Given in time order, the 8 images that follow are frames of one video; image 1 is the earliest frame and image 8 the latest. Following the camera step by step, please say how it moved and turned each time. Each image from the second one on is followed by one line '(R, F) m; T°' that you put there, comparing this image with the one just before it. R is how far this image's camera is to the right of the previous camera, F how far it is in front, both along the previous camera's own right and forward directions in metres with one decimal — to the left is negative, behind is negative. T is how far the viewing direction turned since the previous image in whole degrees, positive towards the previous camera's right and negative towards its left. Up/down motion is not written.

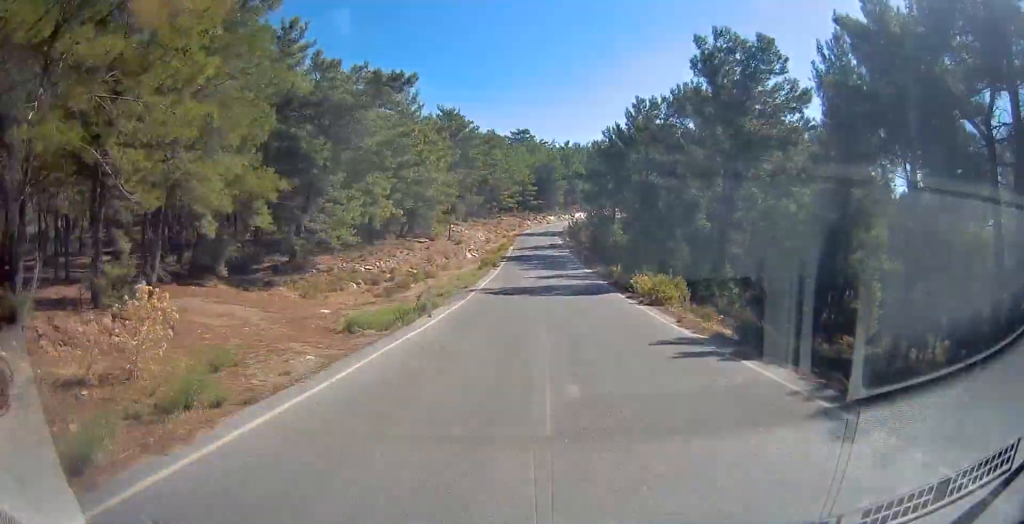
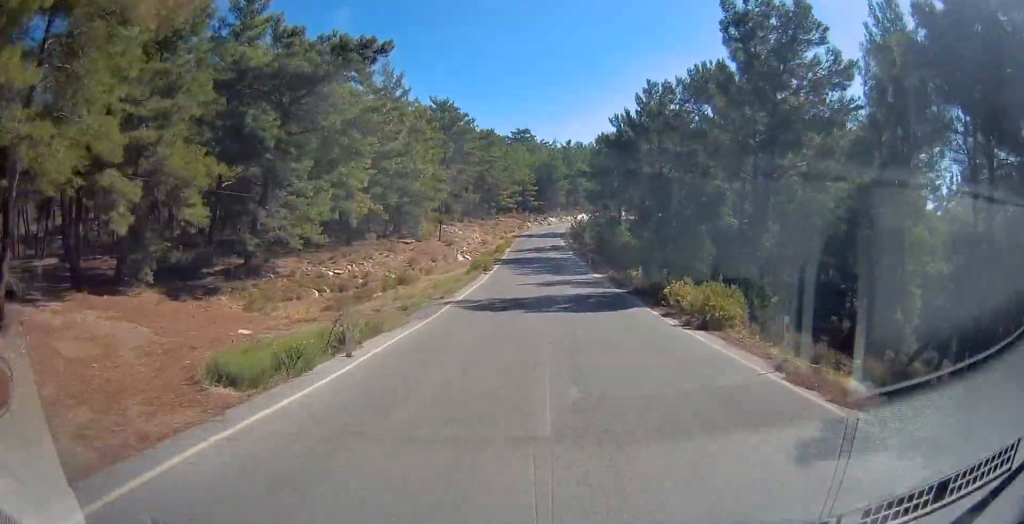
(+0.1, +7.0) m; 0°
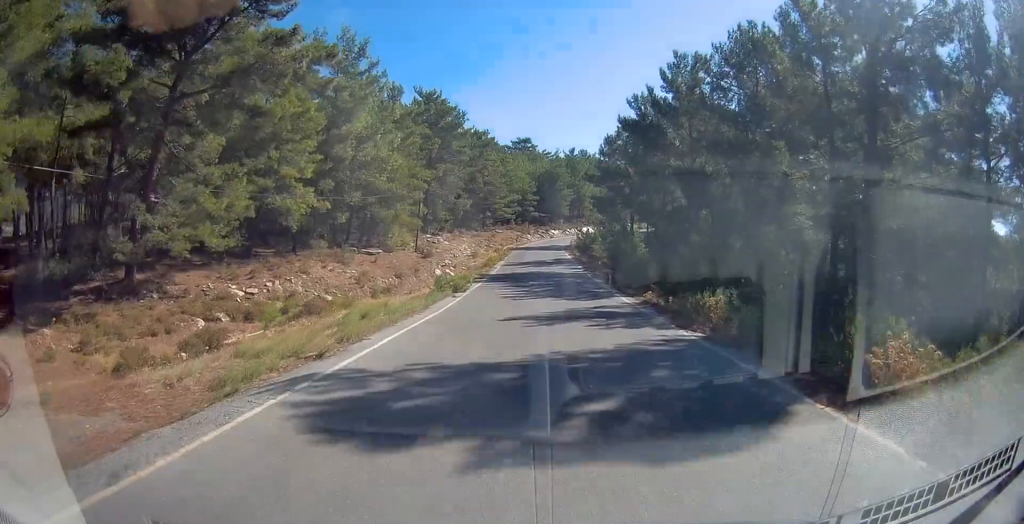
(0.0, +12.0) m; 0°
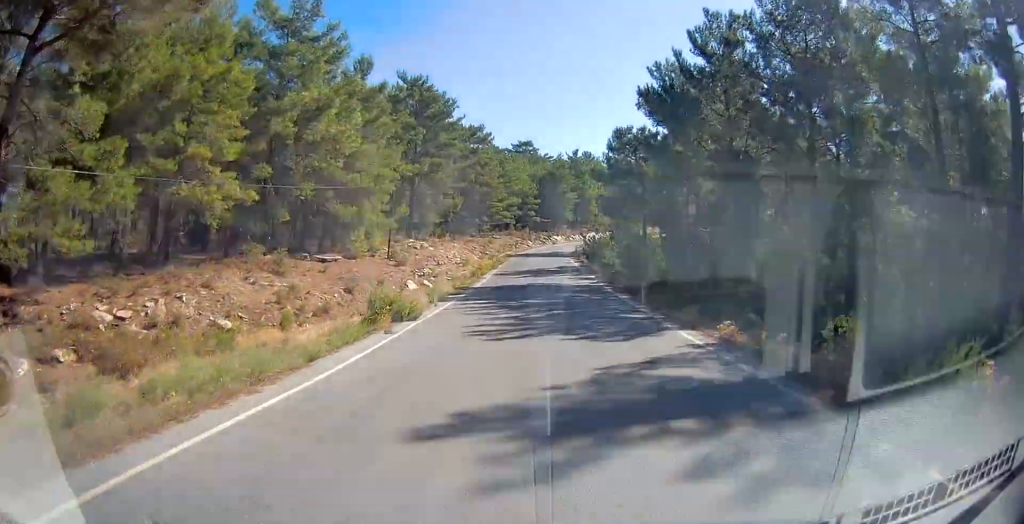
(-0.1, +9.4) m; 0°
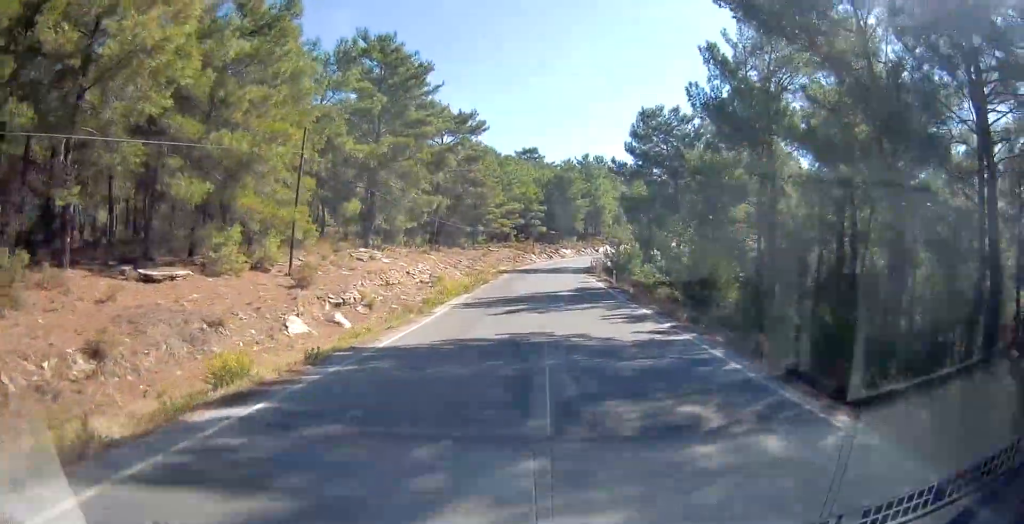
(0.0, +16.5) m; 0°
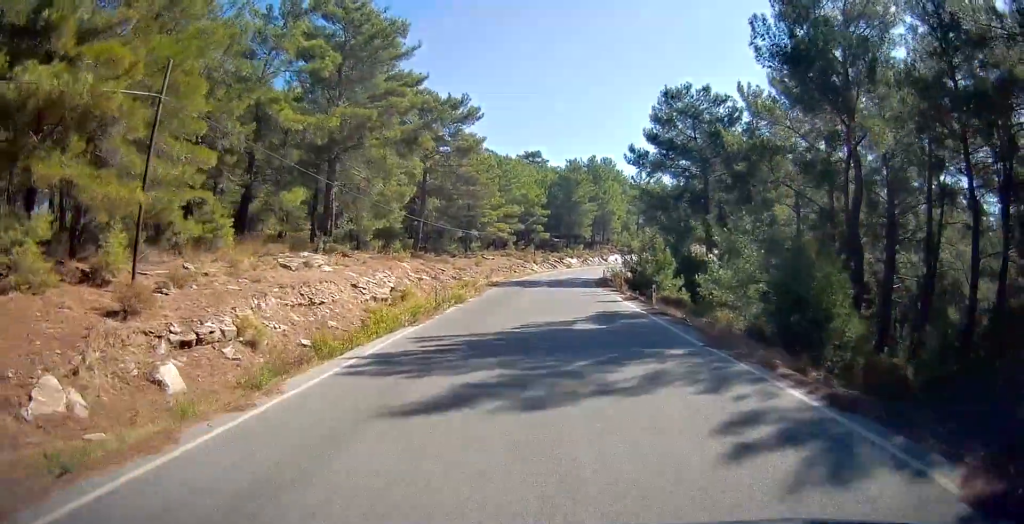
(0.0, +10.3) m; 0°
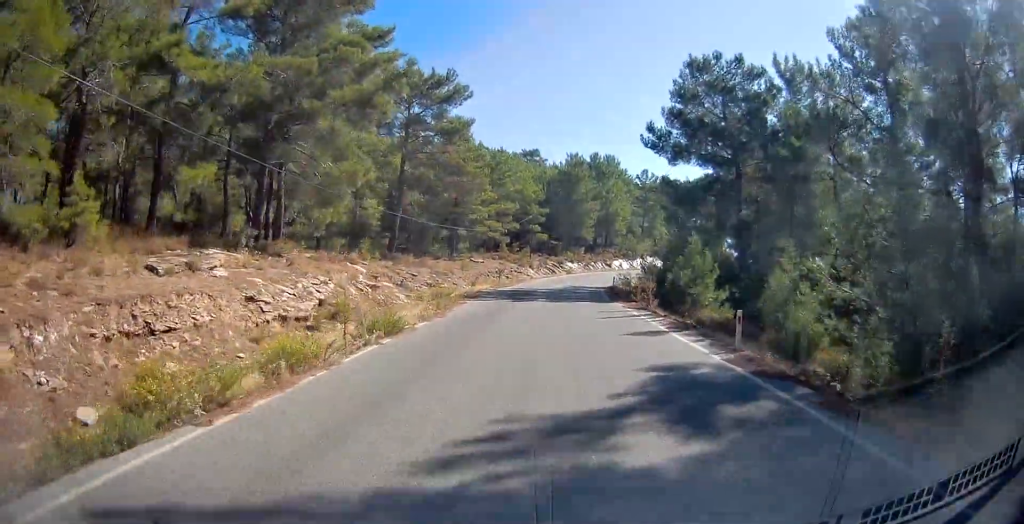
(0.0, +9.2) m; -1°
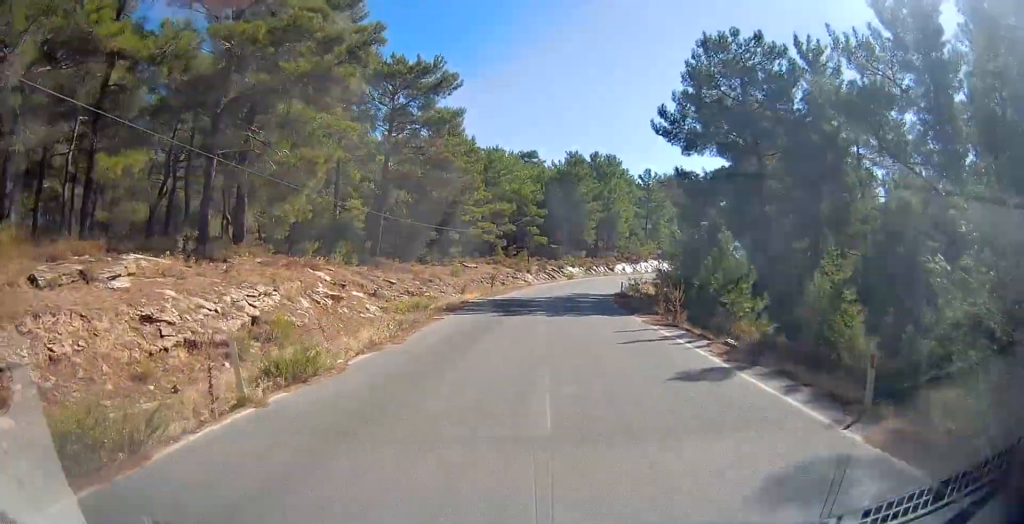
(0.0, +5.1) m; -1°
